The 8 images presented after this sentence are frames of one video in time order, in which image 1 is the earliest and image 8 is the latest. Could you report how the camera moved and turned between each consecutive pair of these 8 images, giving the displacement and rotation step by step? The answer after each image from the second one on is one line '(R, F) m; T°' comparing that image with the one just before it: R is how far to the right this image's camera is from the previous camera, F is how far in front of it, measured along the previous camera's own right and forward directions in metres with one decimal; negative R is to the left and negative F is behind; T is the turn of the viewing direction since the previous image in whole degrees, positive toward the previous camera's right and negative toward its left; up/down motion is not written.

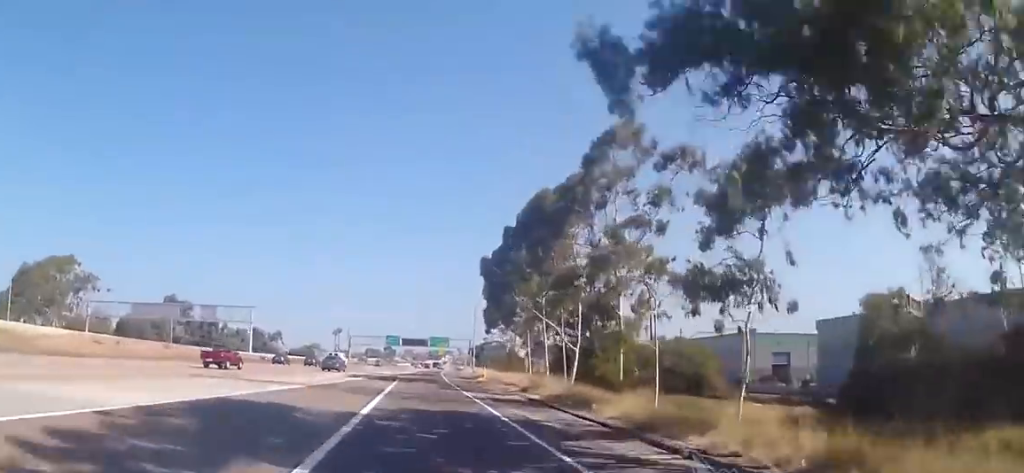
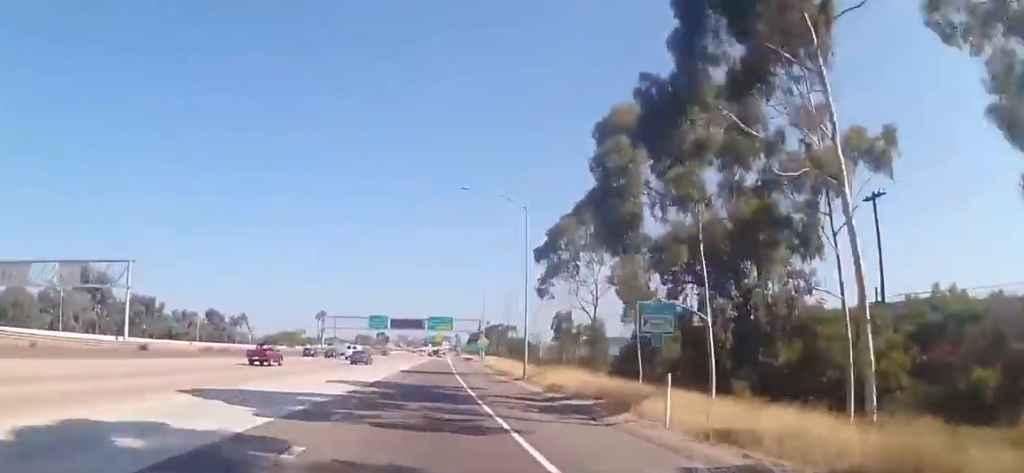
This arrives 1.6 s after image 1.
(0.0, +44.2) m; -1°
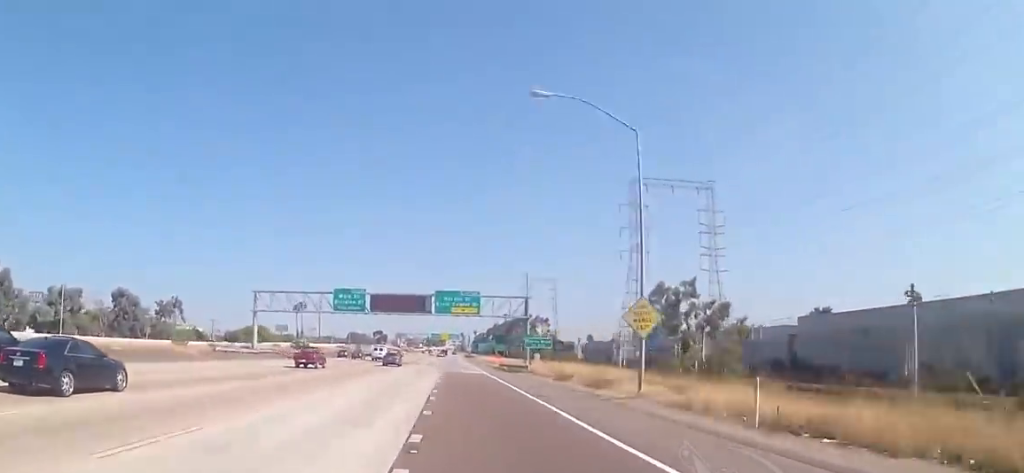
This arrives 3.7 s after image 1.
(-0.7, +59.3) m; -1°
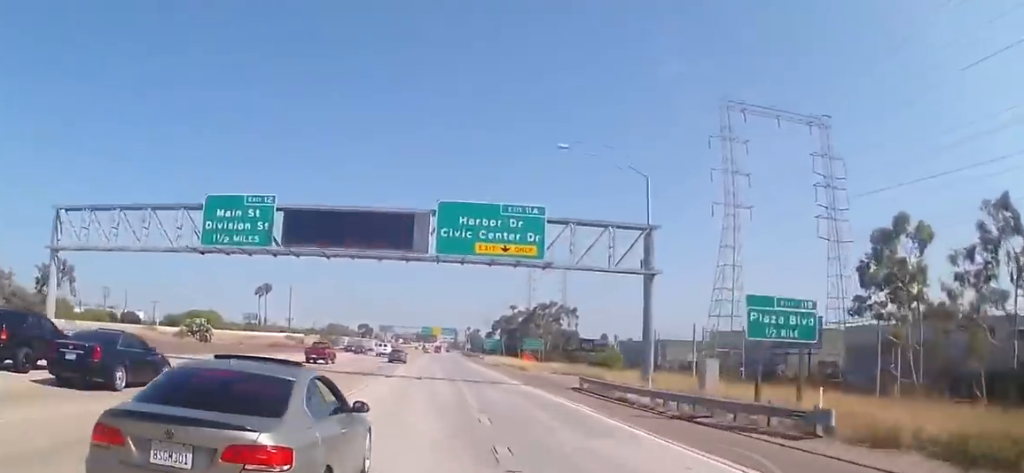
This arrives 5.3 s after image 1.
(+0.6, +46.1) m; +2°
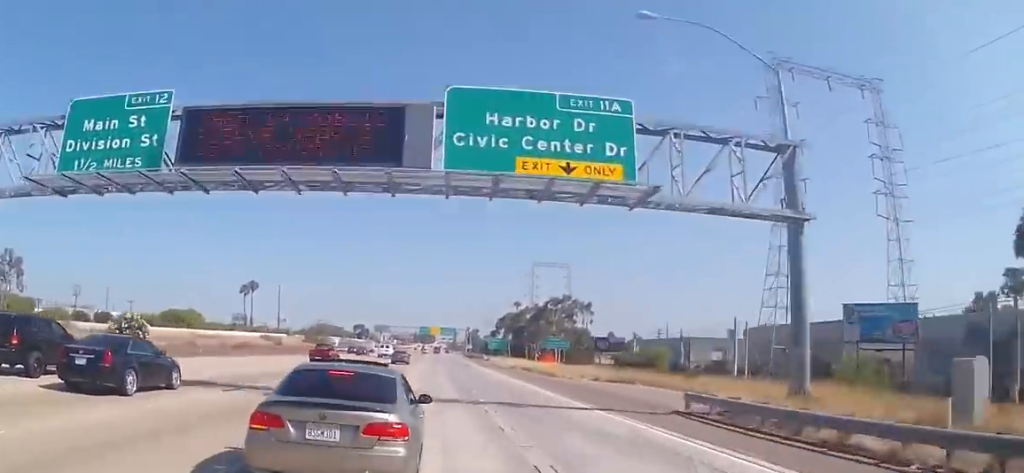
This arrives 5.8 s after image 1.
(+0.5, +14.9) m; +1°
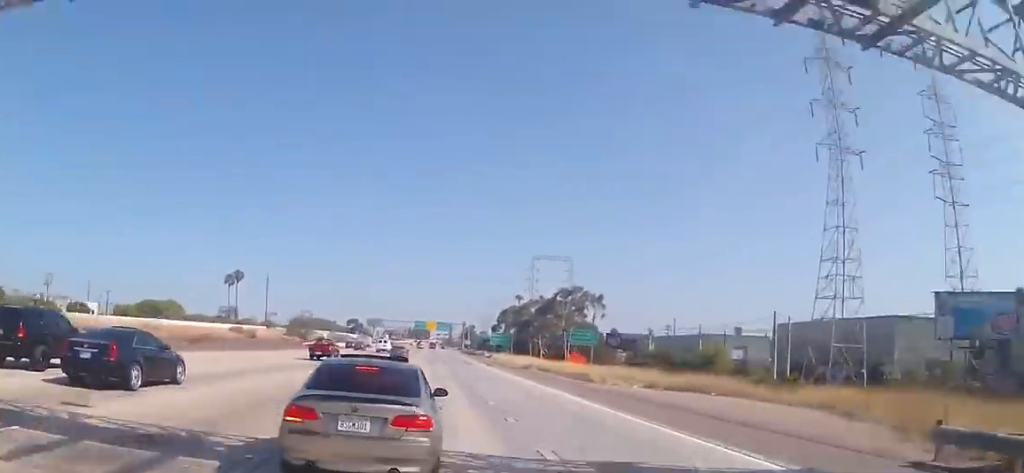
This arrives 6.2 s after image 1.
(-0.1, +12.0) m; 0°
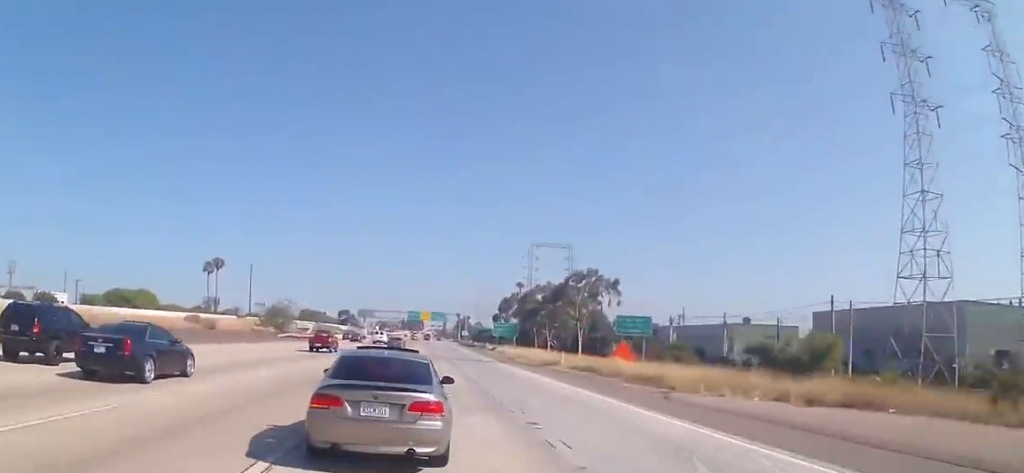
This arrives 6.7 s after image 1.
(-0.2, +14.0) m; -1°
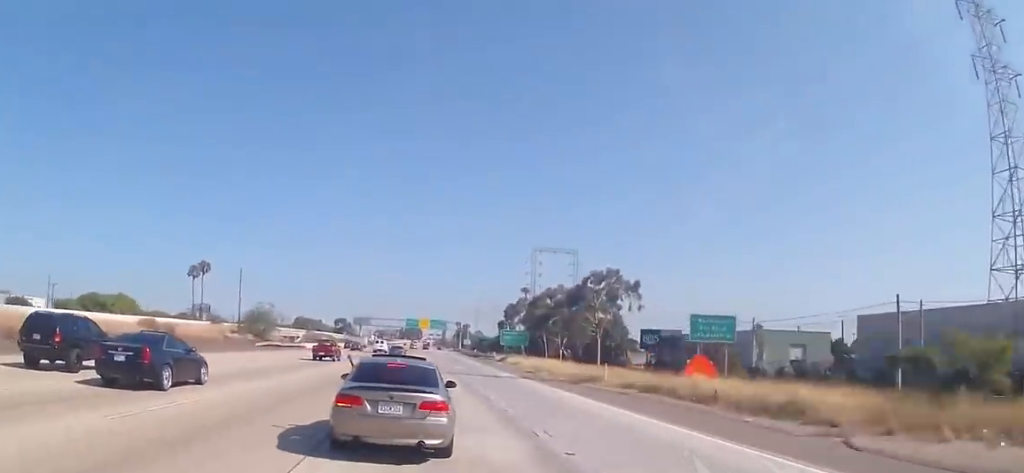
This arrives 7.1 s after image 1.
(-0.1, +11.9) m; 0°
